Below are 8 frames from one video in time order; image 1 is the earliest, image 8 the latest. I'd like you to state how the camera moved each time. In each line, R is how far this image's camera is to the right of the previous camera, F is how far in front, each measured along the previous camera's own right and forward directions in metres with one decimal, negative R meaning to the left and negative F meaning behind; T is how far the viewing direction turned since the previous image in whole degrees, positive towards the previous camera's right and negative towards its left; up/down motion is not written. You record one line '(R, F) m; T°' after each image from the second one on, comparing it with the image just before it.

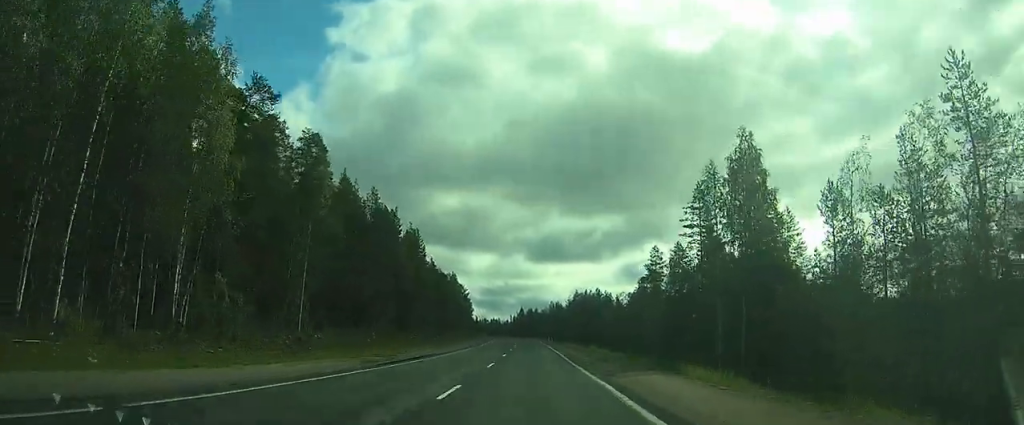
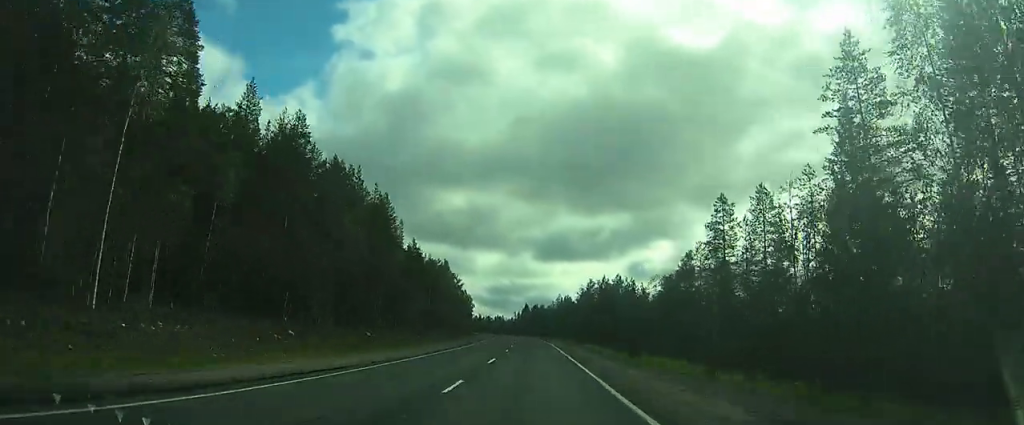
(0.0, +23.2) m; 0°
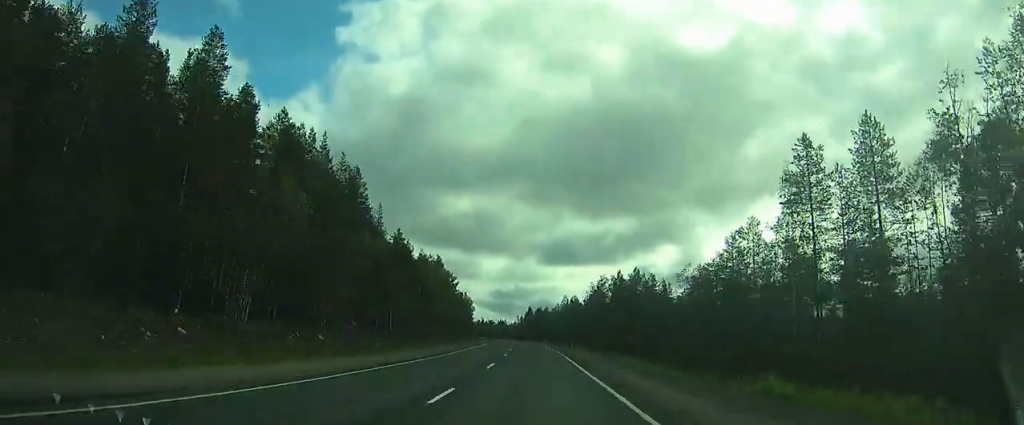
(0.0, +14.0) m; 0°
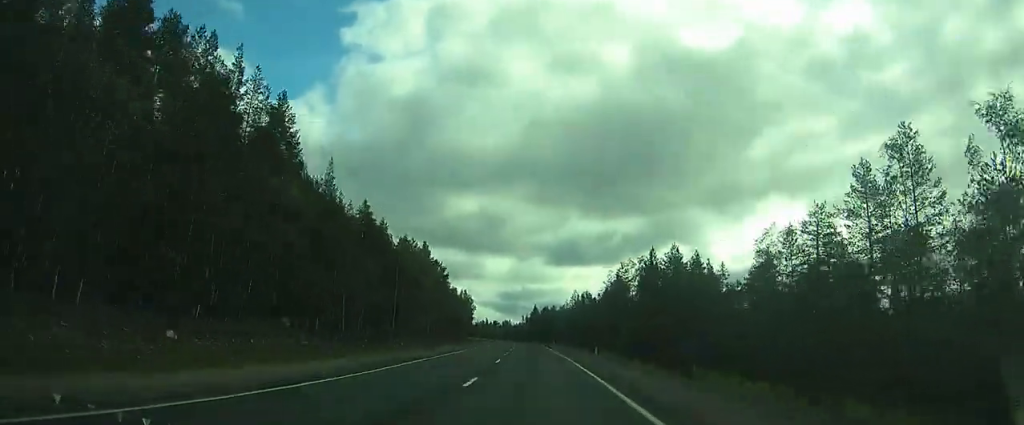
(0.0, +20.3) m; 0°
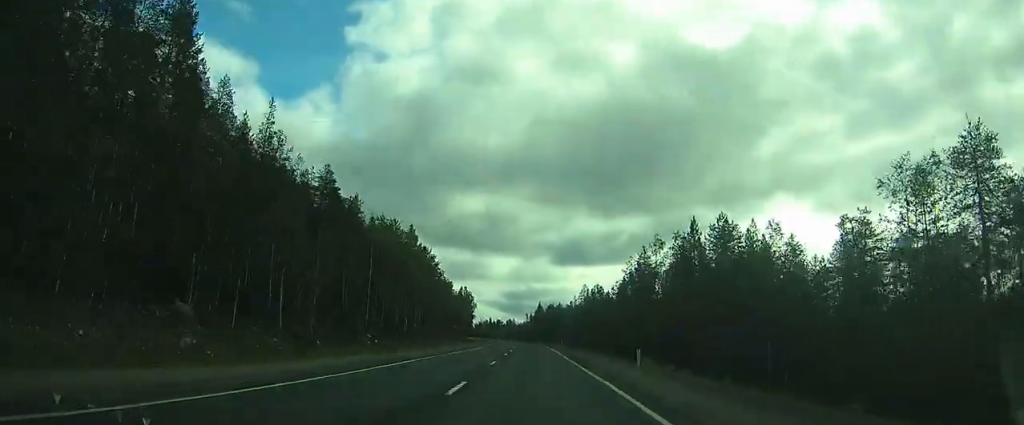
(0.0, +14.9) m; 0°
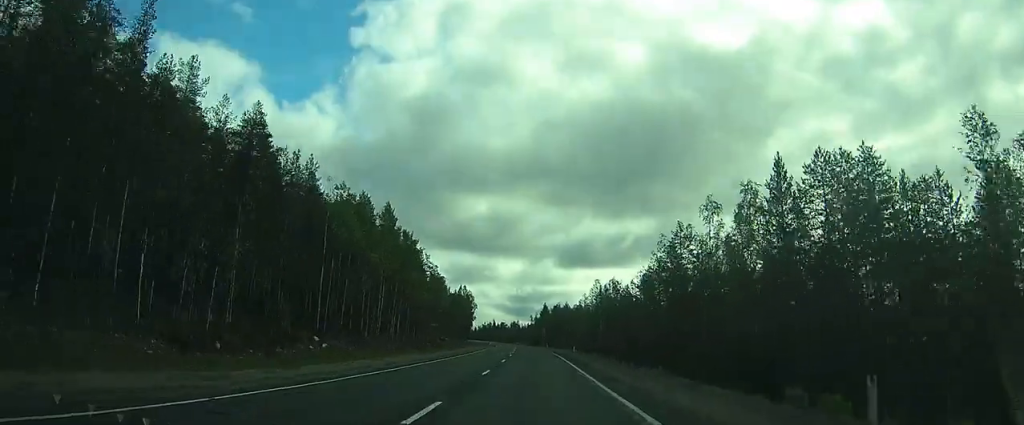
(+0.1, +16.6) m; 0°
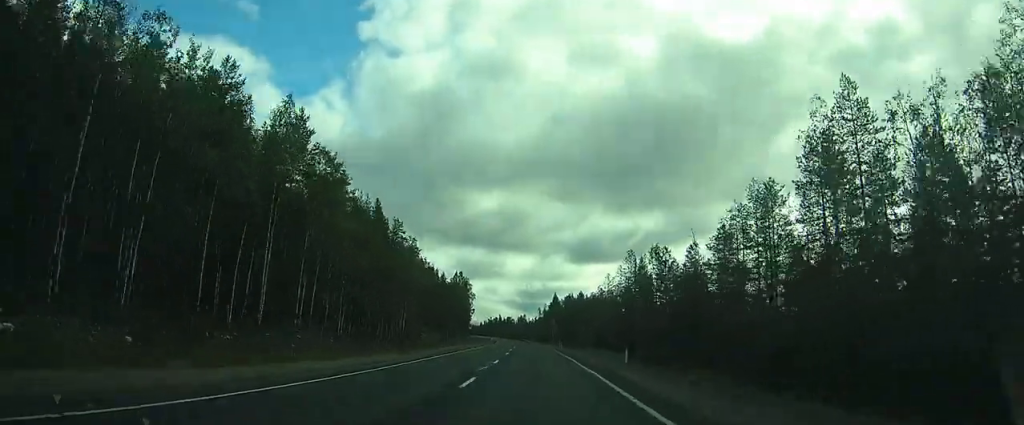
(0.0, +31.8) m; 0°
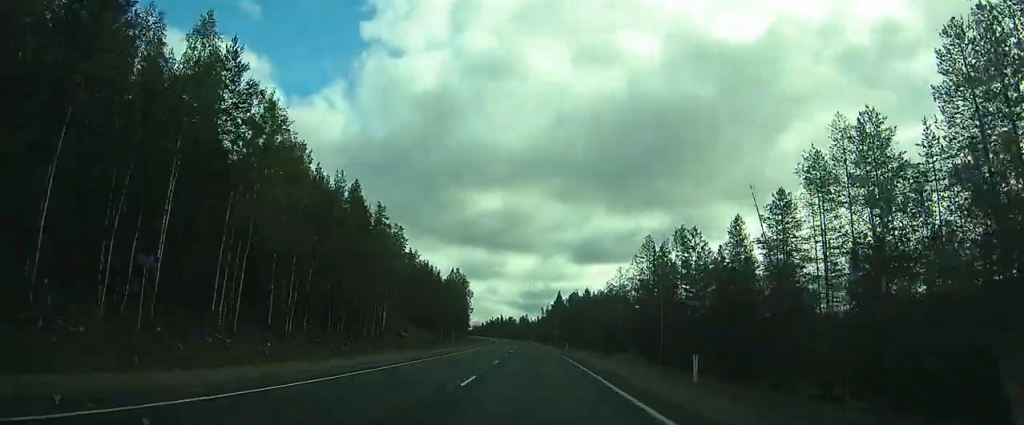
(0.0, +12.0) m; 0°
